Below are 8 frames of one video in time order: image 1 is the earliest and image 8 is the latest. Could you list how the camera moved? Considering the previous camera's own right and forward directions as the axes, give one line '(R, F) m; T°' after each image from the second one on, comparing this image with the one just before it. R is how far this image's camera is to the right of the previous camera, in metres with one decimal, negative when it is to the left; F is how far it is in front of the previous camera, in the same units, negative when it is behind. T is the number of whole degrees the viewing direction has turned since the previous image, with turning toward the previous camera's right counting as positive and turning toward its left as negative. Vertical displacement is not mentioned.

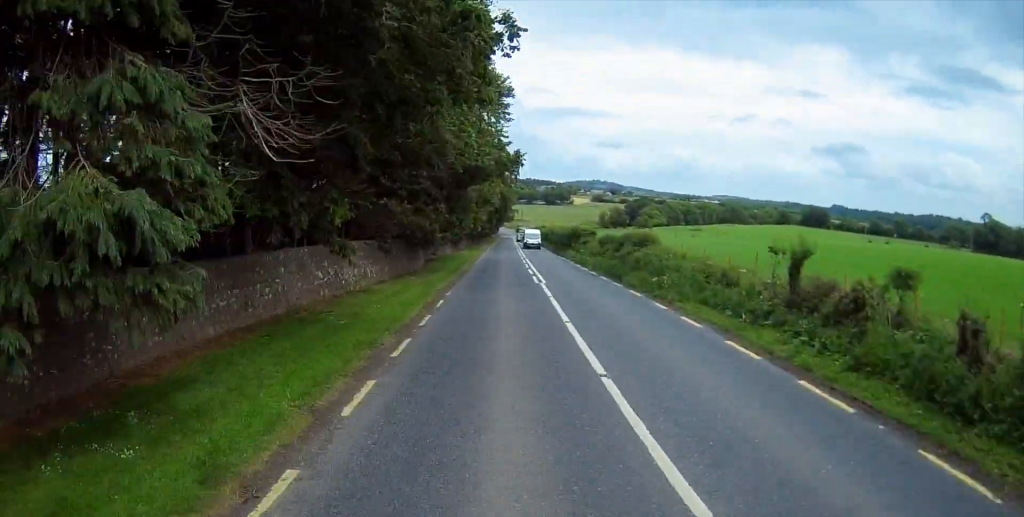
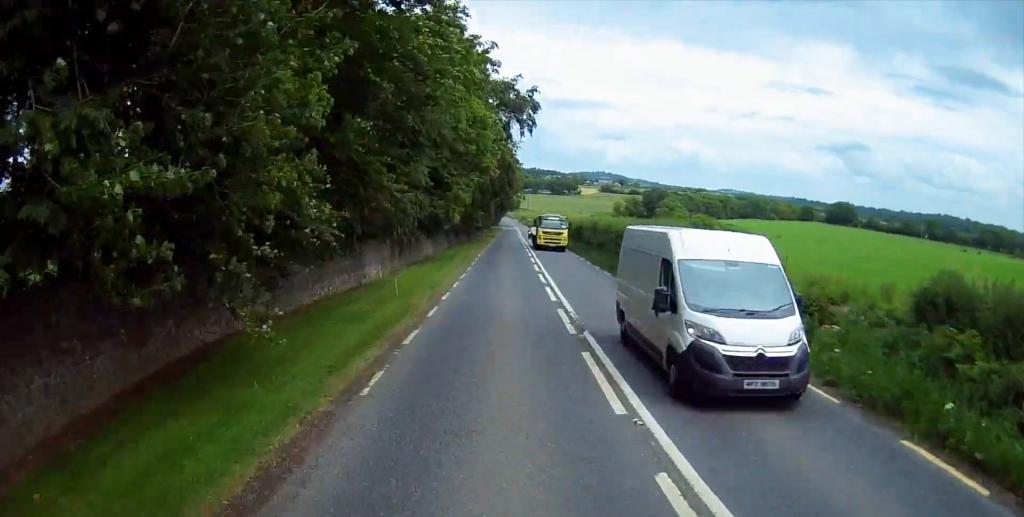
(-0.5, +38.2) m; -1°
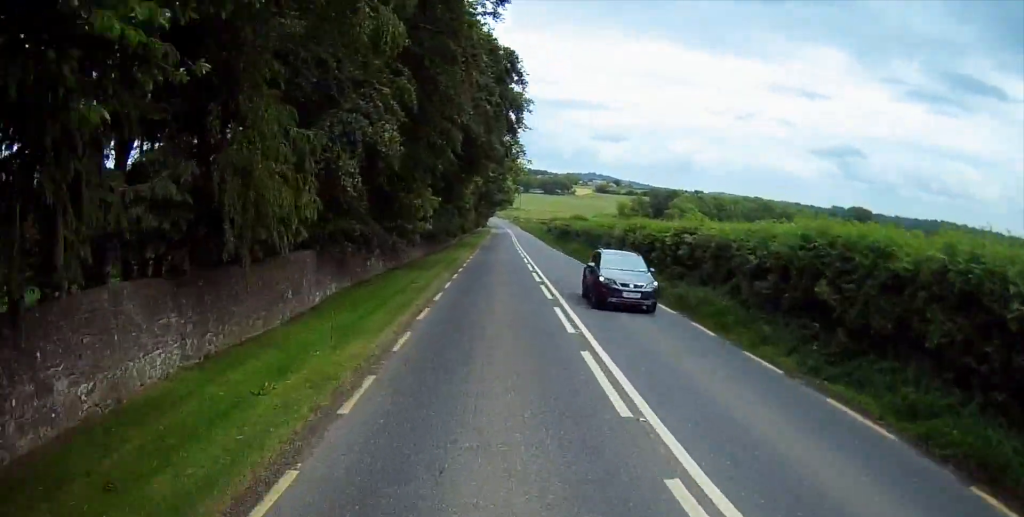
(-0.2, +36.3) m; 0°
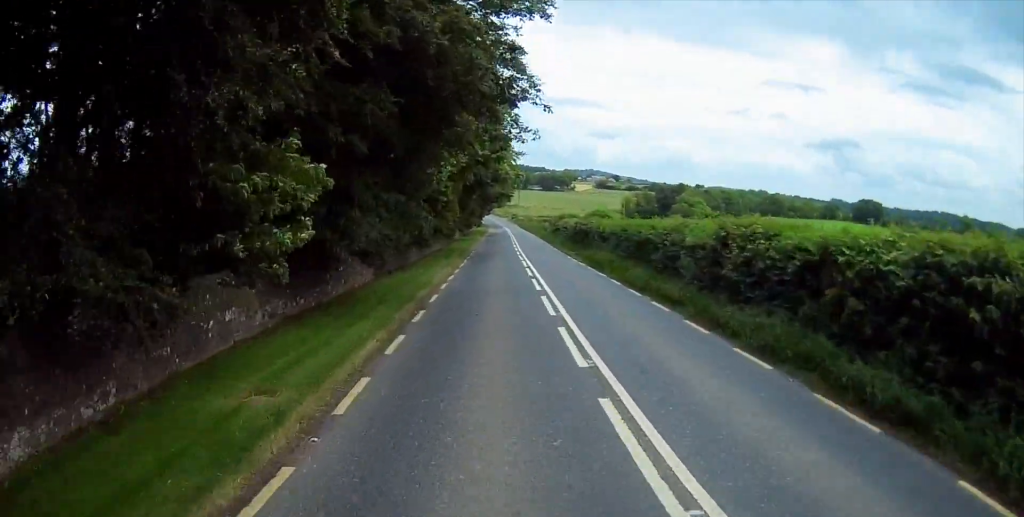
(+0.4, +15.3) m; +1°
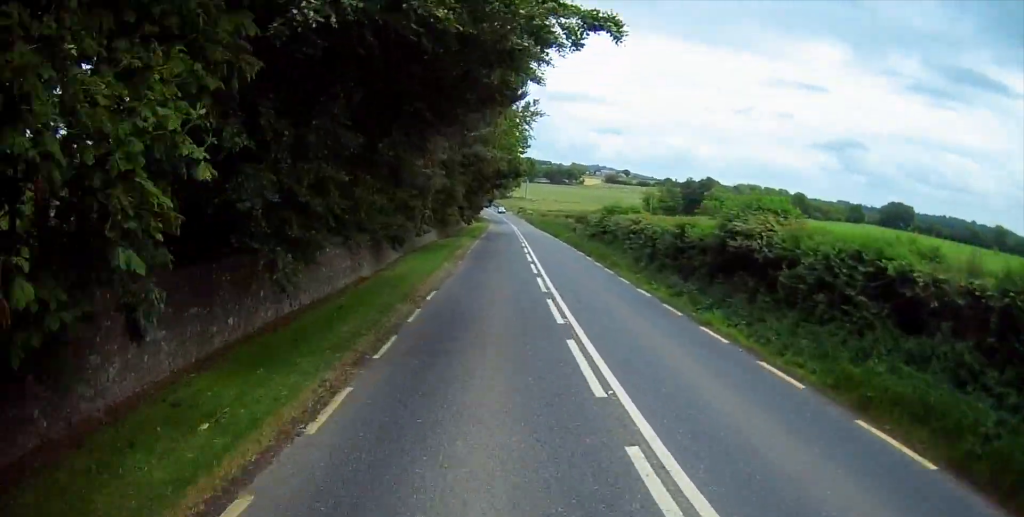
(0.0, +32.1) m; 0°
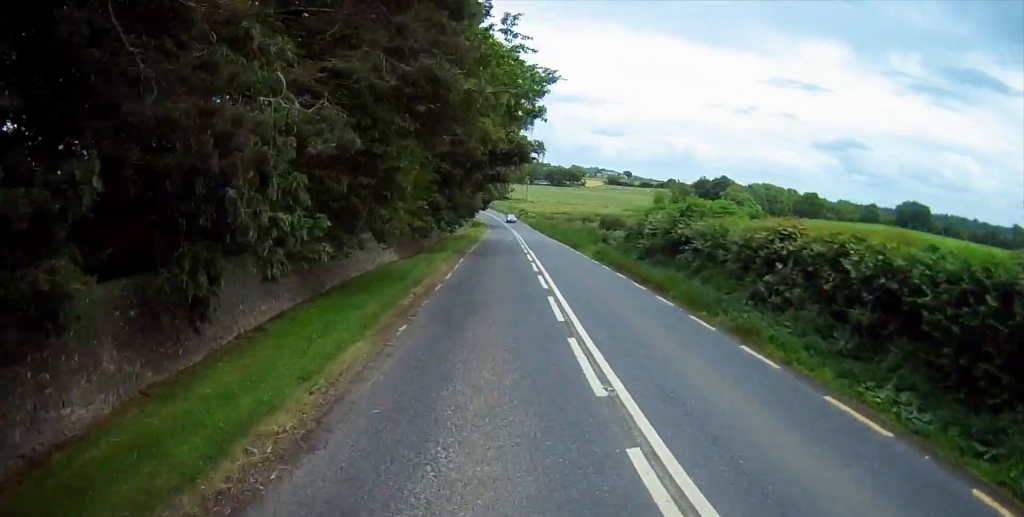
(0.0, +18.2) m; 0°
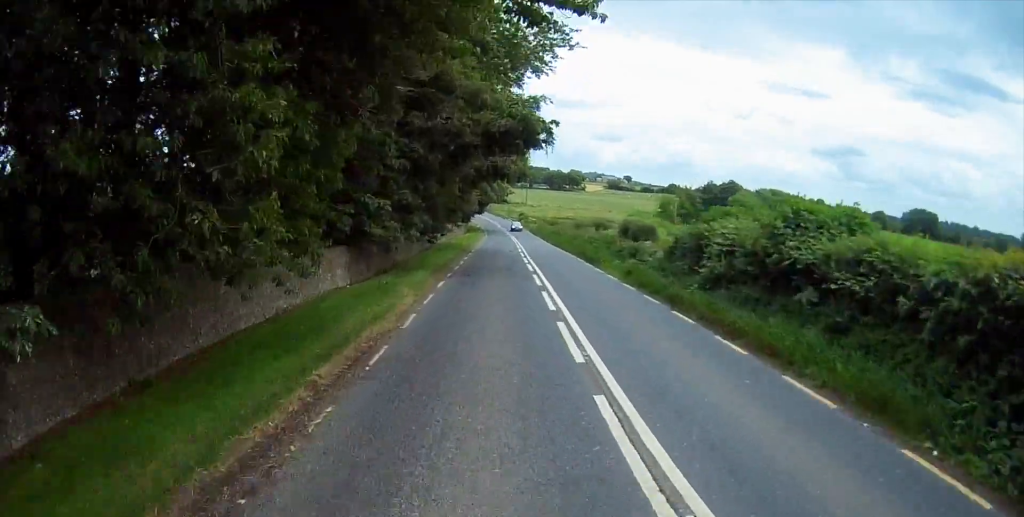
(-0.1, +10.0) m; 0°
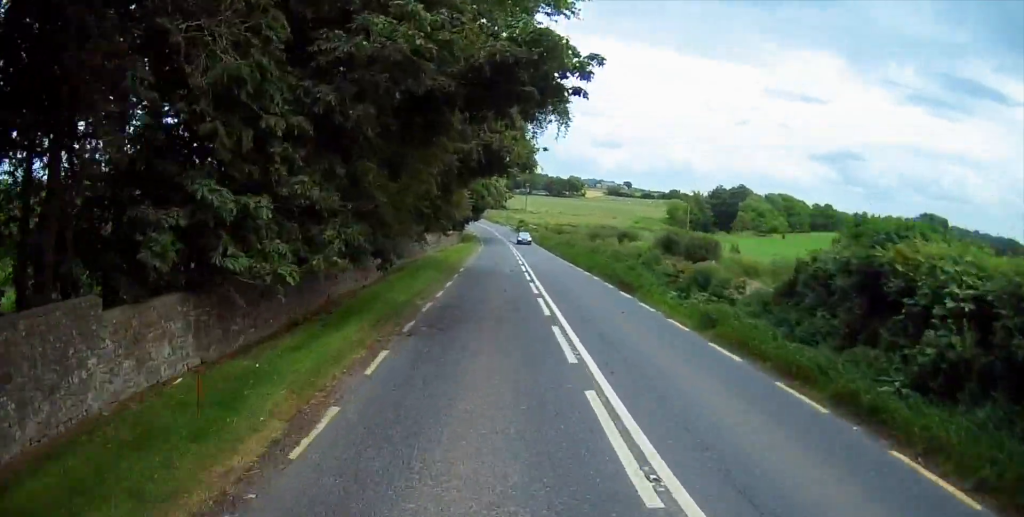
(+0.1, +11.3) m; 0°
